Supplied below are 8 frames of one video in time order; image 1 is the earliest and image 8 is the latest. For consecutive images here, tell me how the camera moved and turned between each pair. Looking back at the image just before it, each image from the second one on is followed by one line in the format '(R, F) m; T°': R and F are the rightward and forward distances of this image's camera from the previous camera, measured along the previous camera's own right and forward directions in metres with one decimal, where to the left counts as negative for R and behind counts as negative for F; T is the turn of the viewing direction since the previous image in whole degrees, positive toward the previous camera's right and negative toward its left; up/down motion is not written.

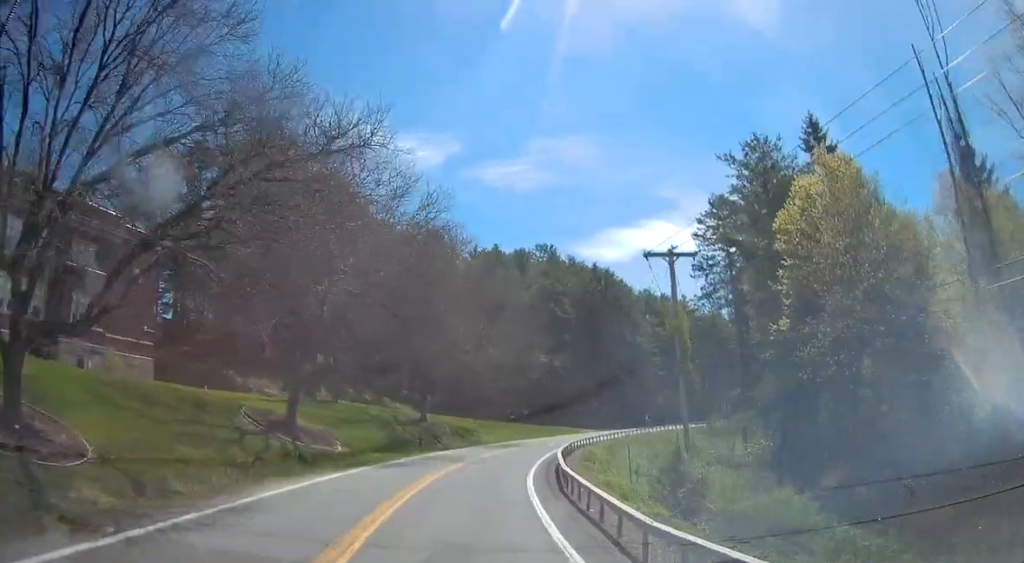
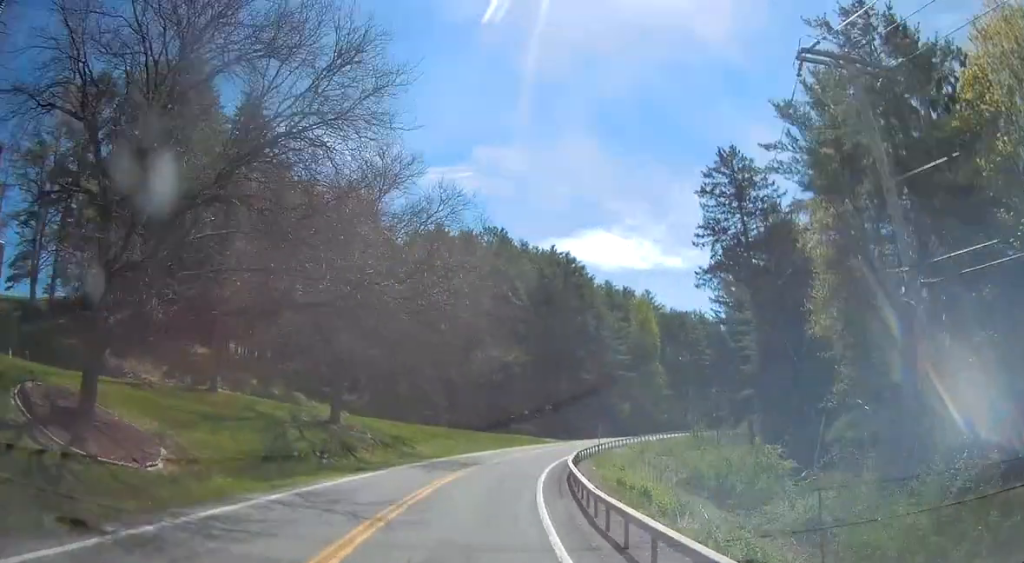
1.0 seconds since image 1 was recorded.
(+0.4, +17.3) m; +5°
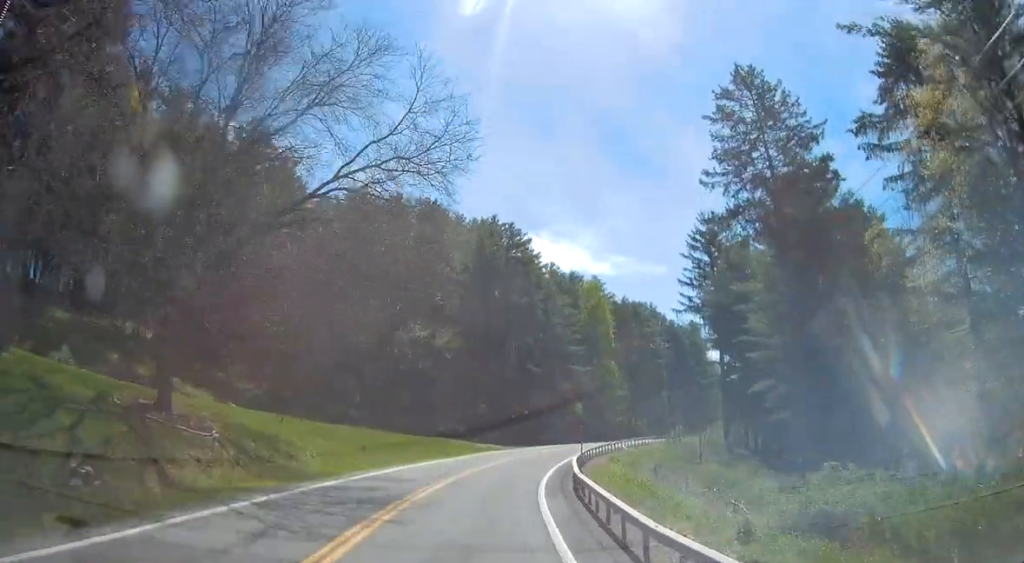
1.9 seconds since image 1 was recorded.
(+0.7, +16.2) m; +7°
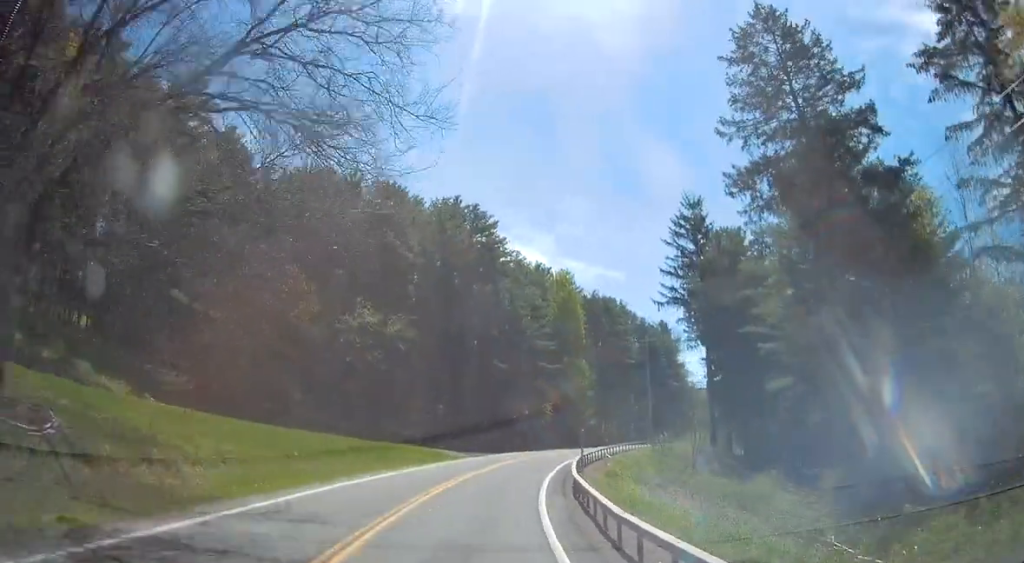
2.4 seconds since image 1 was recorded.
(+0.6, +8.8) m; +5°
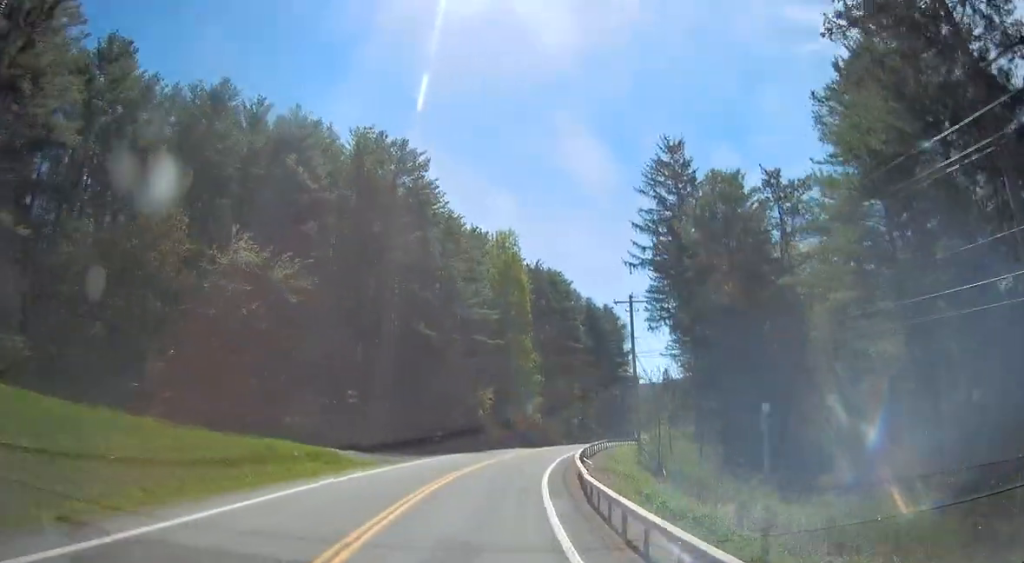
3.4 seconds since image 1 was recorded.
(+1.2, +16.6) m; +8°
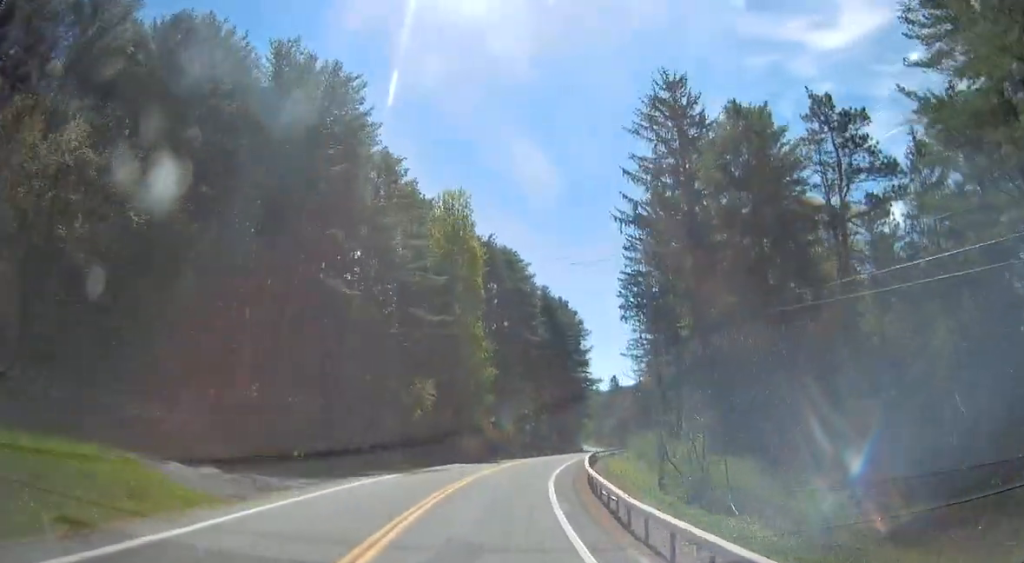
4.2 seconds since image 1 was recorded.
(+0.8, +15.0) m; +6°
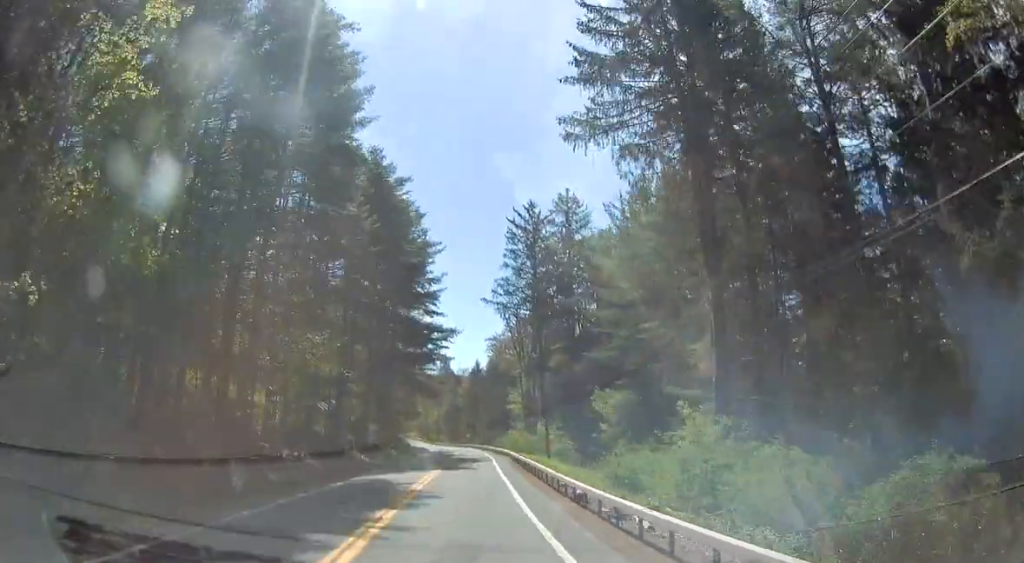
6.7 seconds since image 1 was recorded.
(+7.2, +45.4) m; +18°
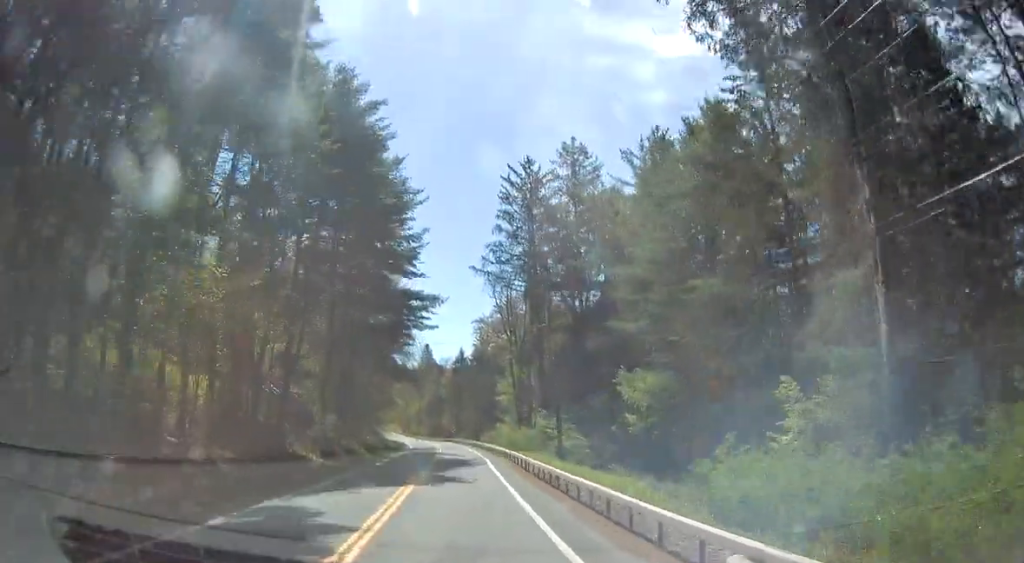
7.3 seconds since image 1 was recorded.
(+0.4, +12.2) m; +2°
